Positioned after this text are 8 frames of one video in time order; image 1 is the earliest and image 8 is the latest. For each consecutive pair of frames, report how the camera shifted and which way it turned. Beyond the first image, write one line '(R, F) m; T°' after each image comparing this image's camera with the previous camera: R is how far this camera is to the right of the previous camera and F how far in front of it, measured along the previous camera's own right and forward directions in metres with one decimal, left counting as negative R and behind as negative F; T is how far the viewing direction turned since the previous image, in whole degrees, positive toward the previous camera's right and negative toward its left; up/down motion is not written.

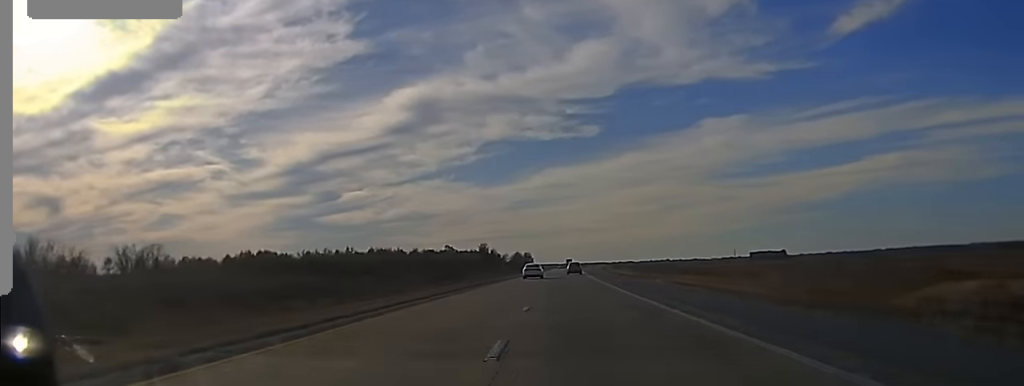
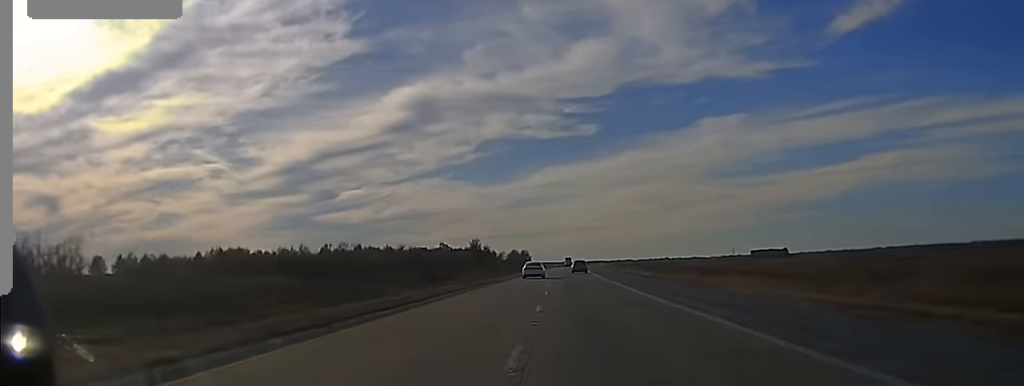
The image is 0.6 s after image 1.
(-0.1, +28.5) m; 0°
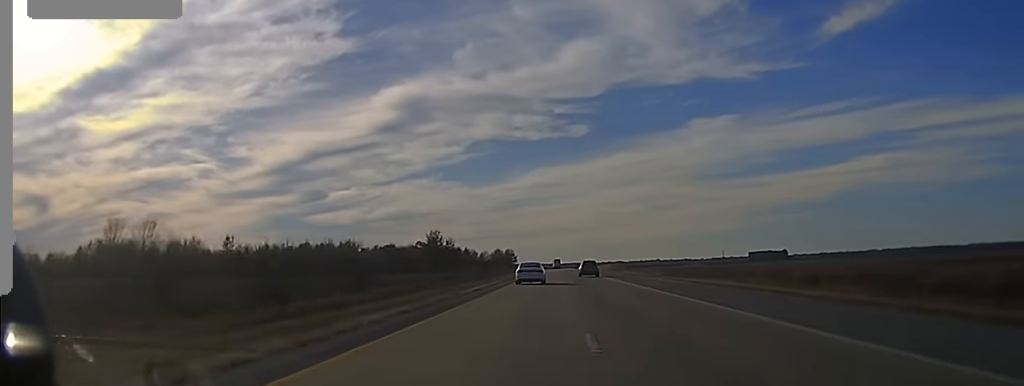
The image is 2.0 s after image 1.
(+0.4, +69.7) m; 0°
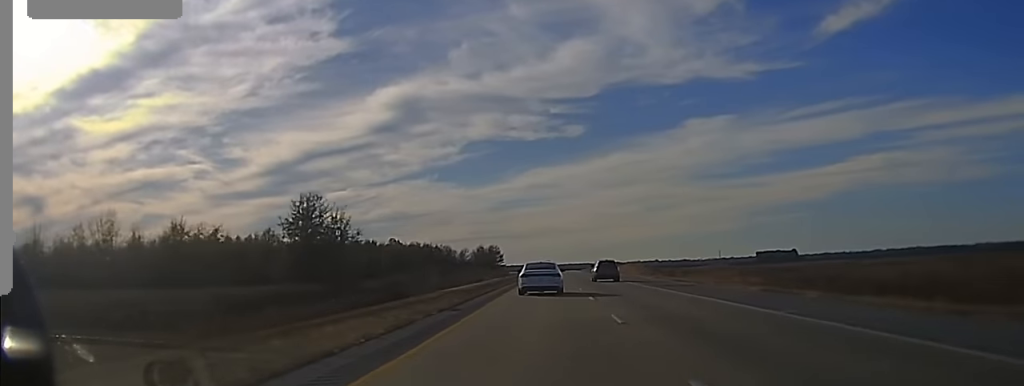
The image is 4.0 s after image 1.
(+0.4, +90.2) m; +1°
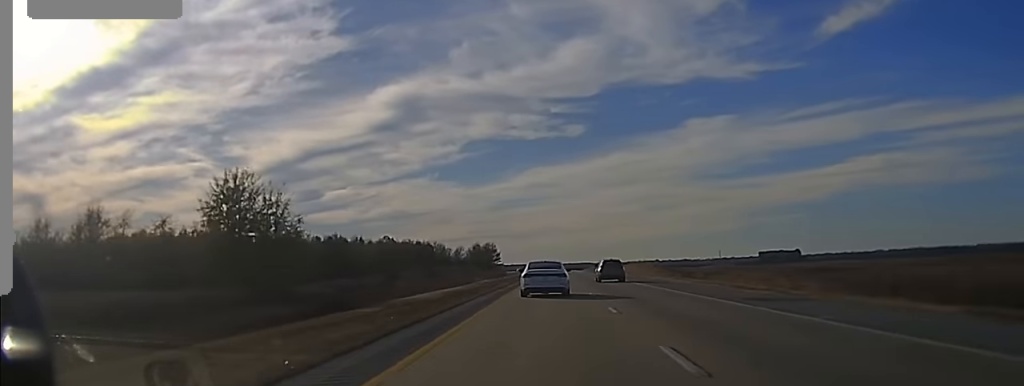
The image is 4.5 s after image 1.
(-0.1, +20.6) m; 0°
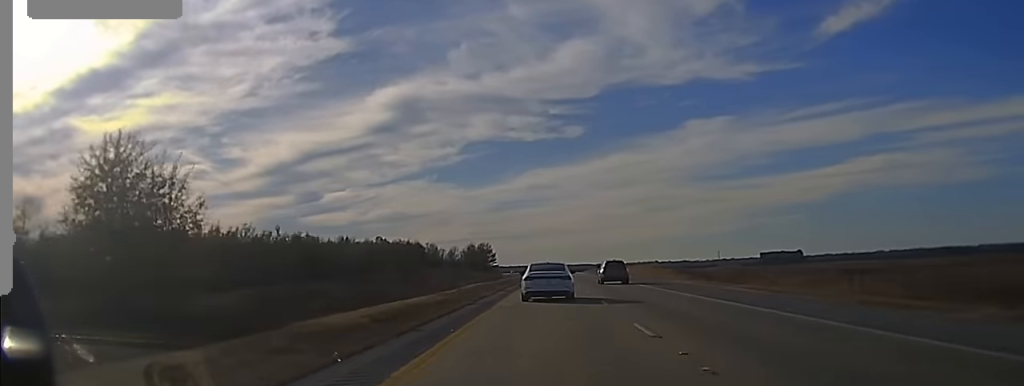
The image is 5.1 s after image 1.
(-0.1, +23.1) m; 0°
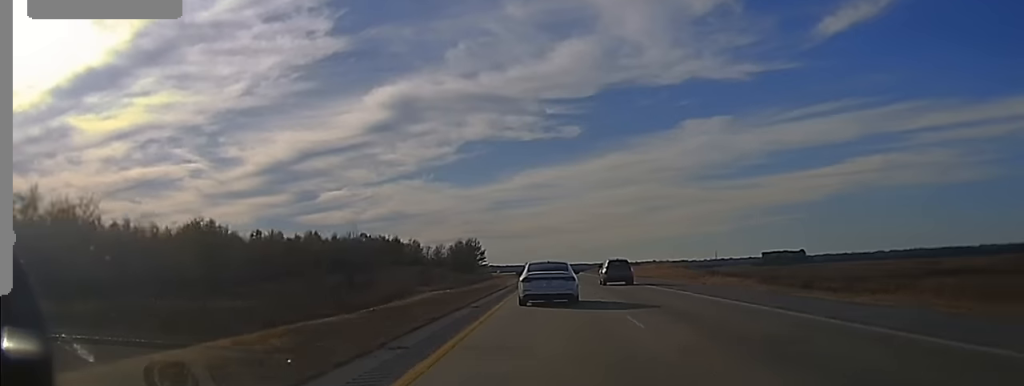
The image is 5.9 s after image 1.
(+0.4, +31.8) m; 0°
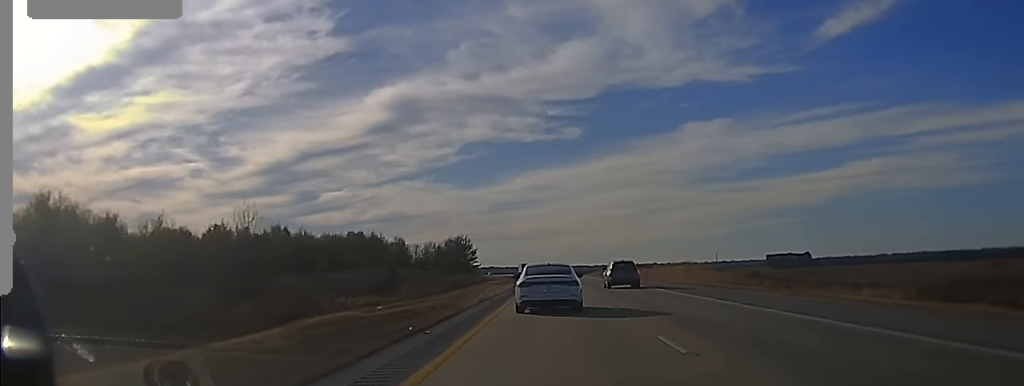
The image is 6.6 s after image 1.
(-0.3, +27.3) m; 0°
